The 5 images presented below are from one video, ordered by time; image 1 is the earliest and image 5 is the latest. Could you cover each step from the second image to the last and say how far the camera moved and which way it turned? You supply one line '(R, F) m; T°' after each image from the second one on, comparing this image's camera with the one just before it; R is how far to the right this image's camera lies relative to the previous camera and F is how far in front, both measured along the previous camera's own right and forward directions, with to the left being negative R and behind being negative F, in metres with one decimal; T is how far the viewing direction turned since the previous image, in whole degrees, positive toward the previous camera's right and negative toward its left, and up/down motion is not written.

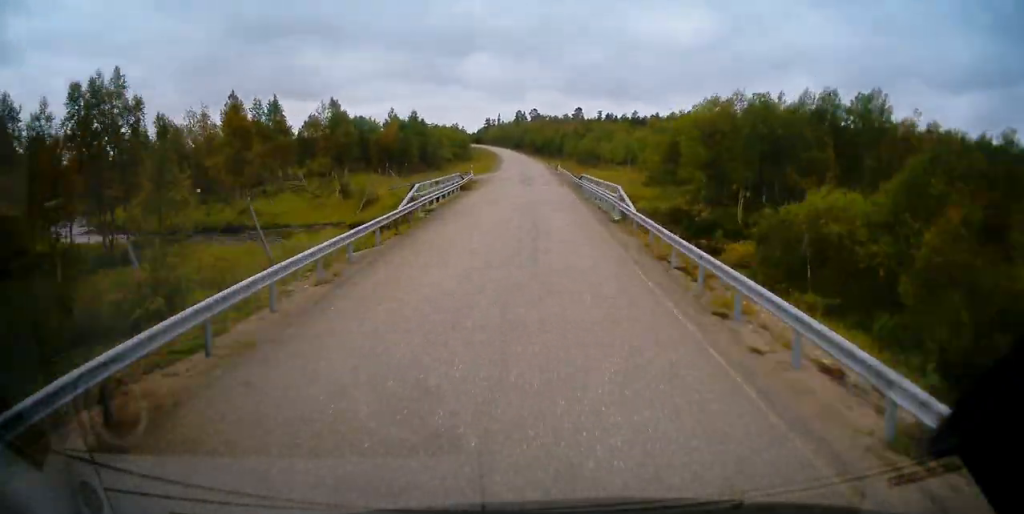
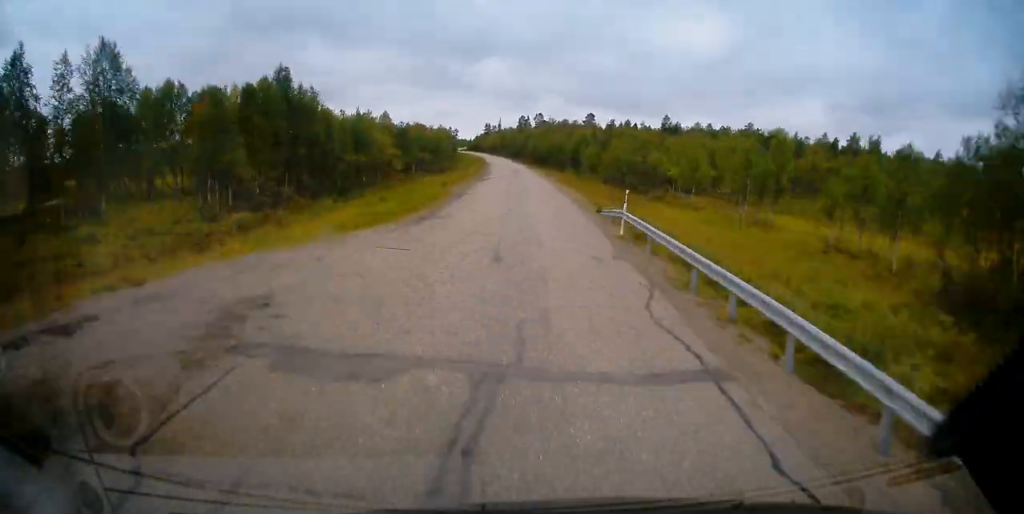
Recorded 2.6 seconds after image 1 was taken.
(-0.1, +38.8) m; -1°
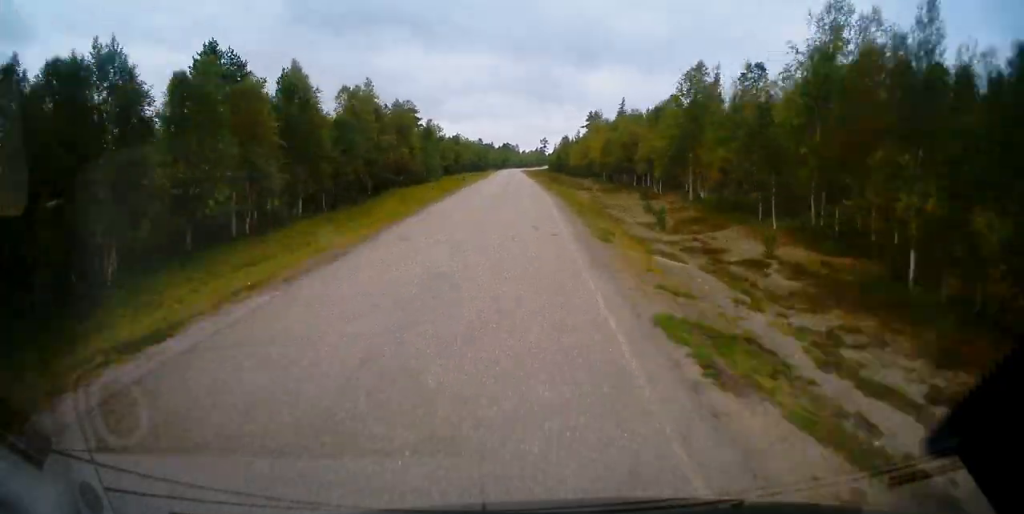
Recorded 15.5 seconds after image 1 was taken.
(-14.9, +196.2) m; -9°
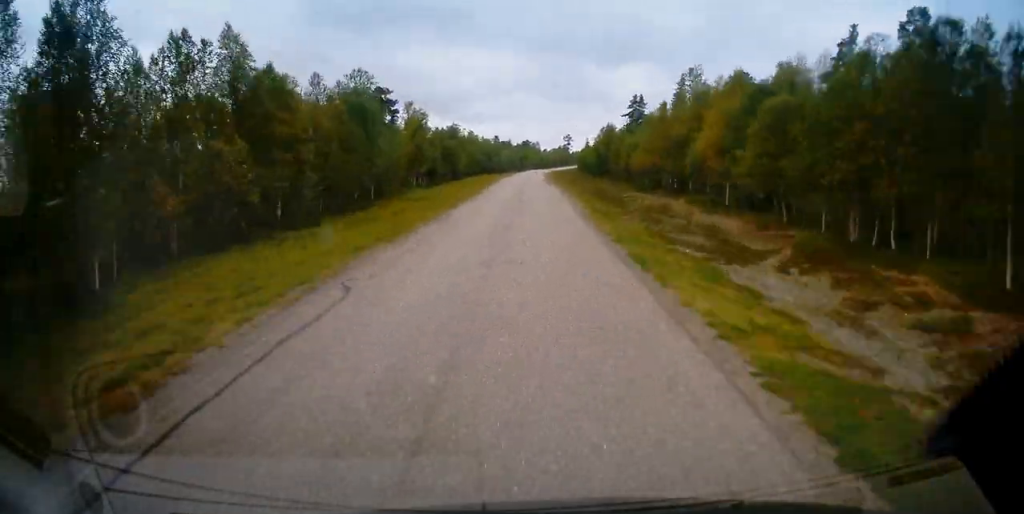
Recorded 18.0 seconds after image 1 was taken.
(-0.8, +39.4) m; -1°
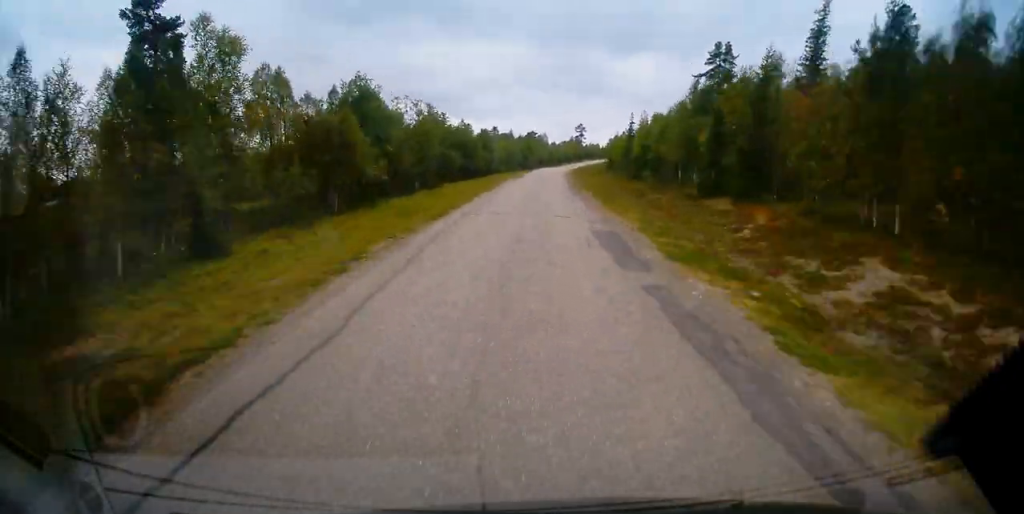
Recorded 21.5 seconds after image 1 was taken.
(-0.1, +53.3) m; +1°
